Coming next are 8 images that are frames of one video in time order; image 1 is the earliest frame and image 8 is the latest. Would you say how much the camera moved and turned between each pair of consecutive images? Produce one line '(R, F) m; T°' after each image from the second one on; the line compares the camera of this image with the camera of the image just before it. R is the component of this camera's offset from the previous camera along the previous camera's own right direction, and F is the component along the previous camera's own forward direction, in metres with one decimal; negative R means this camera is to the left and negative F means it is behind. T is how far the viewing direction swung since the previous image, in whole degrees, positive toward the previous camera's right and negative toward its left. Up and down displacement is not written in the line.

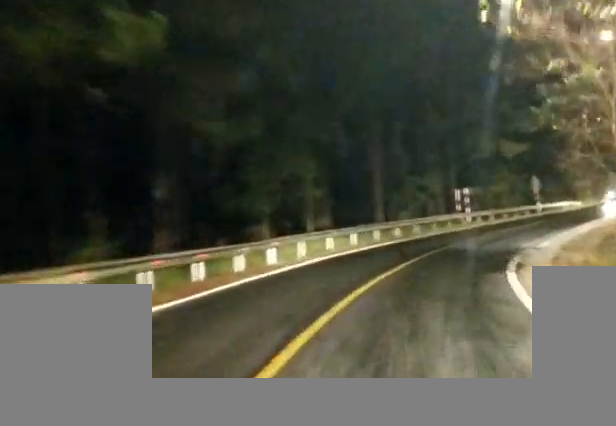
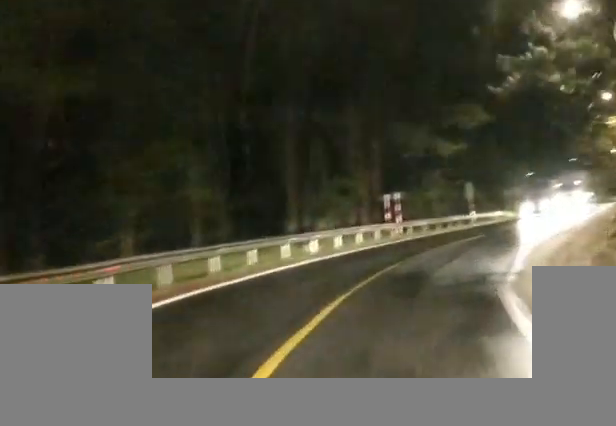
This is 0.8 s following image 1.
(-0.2, +8.1) m; +7°
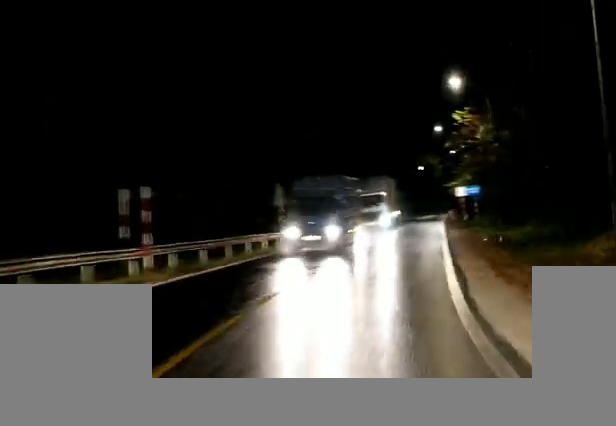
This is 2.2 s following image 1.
(+2.5, +14.8) m; +12°
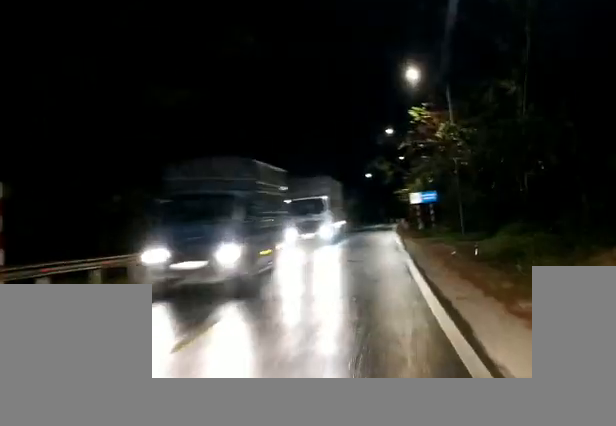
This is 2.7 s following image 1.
(0.0, +4.5) m; 0°
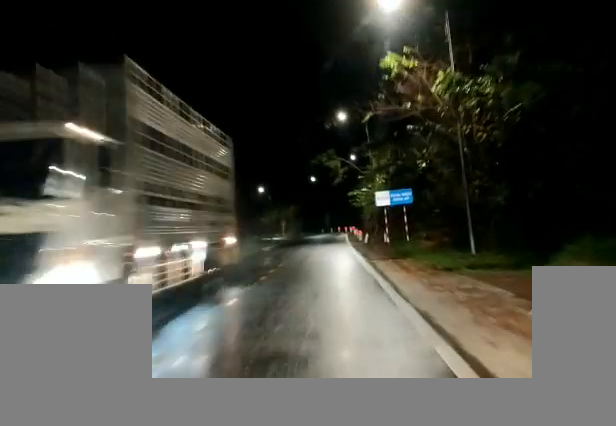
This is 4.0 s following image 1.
(0.0, +13.6) m; +1°
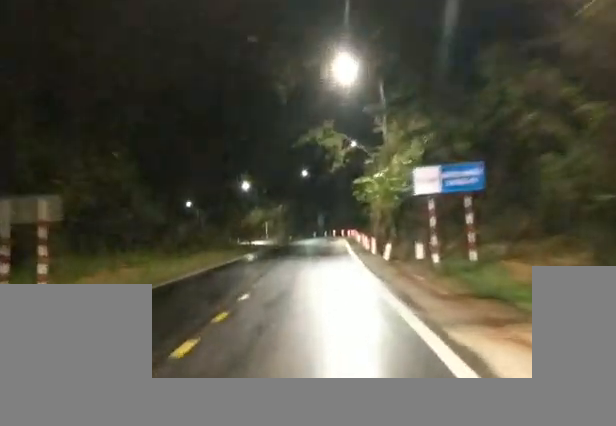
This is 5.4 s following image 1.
(+1.5, +15.1) m; +12°
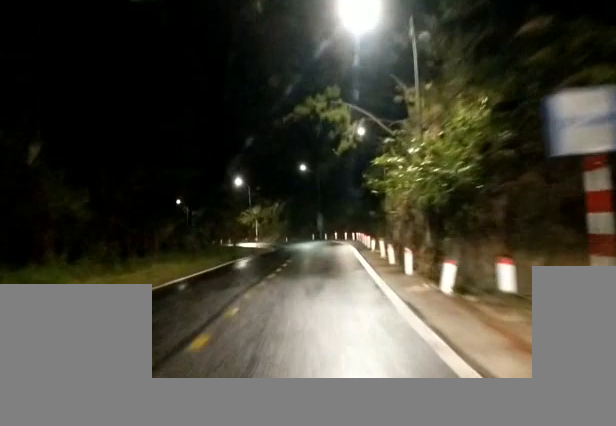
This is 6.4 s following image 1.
(+0.8, +11.1) m; +4°
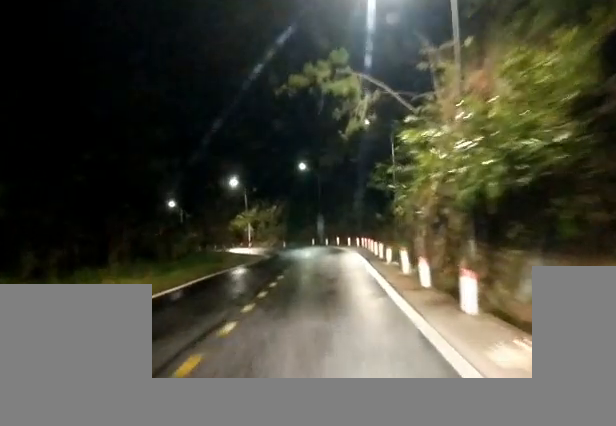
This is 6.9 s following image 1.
(0.0, +6.6) m; -1°
